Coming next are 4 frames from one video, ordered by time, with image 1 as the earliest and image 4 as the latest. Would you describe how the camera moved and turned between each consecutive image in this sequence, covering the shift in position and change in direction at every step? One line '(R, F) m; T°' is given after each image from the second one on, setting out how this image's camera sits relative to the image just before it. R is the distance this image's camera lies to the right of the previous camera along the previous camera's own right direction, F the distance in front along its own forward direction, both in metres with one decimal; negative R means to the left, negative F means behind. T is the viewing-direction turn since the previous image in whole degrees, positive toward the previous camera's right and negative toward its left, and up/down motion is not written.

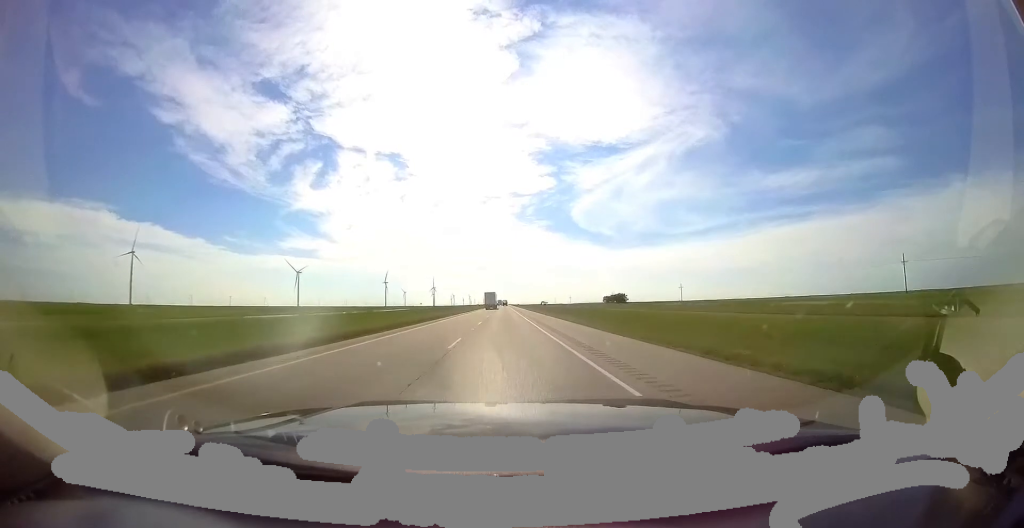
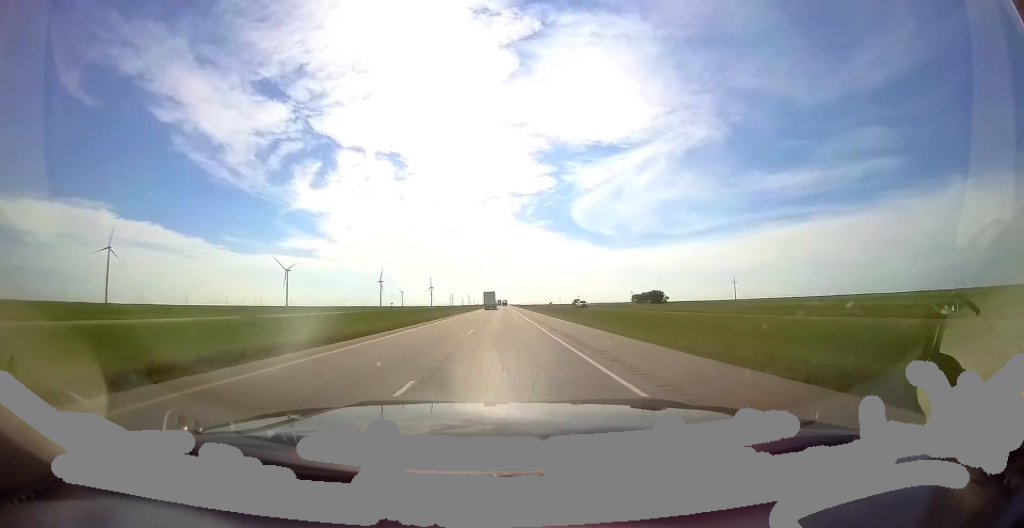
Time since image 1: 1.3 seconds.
(-0.4, +44.1) m; 0°
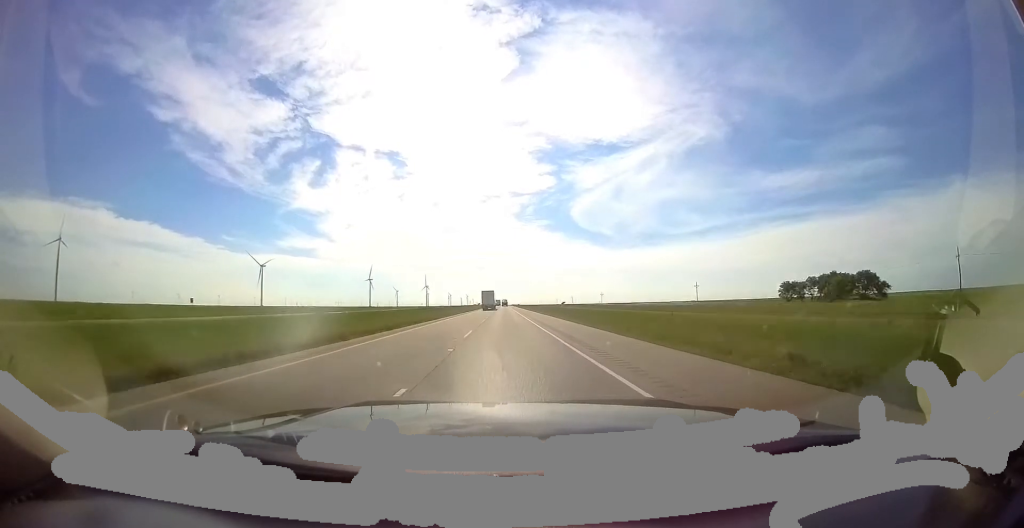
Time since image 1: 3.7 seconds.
(+0.7, +86.0) m; 0°
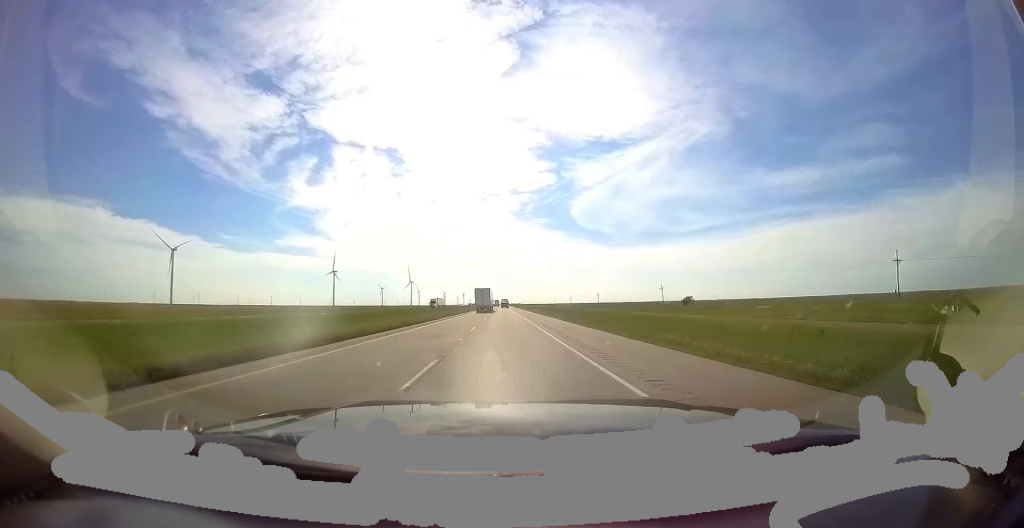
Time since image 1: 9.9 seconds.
(+0.5, +215.8) m; +1°
